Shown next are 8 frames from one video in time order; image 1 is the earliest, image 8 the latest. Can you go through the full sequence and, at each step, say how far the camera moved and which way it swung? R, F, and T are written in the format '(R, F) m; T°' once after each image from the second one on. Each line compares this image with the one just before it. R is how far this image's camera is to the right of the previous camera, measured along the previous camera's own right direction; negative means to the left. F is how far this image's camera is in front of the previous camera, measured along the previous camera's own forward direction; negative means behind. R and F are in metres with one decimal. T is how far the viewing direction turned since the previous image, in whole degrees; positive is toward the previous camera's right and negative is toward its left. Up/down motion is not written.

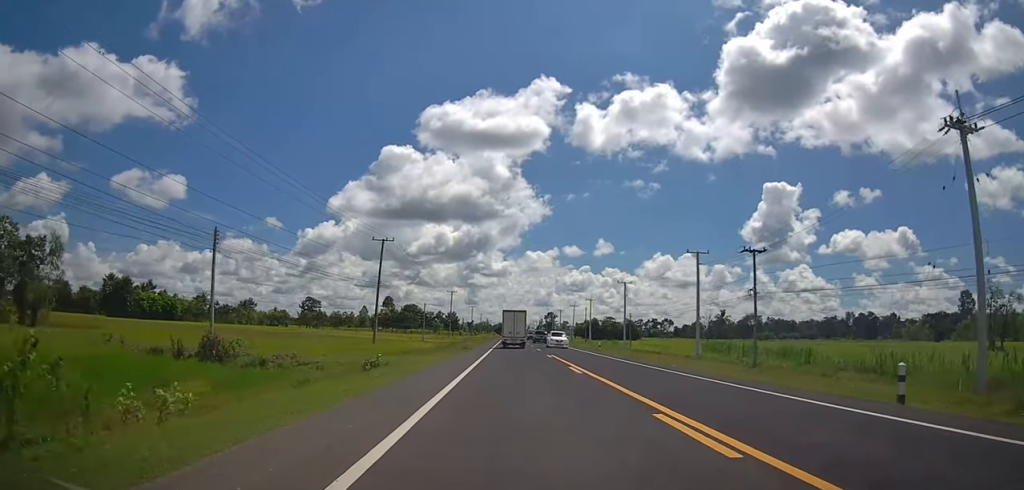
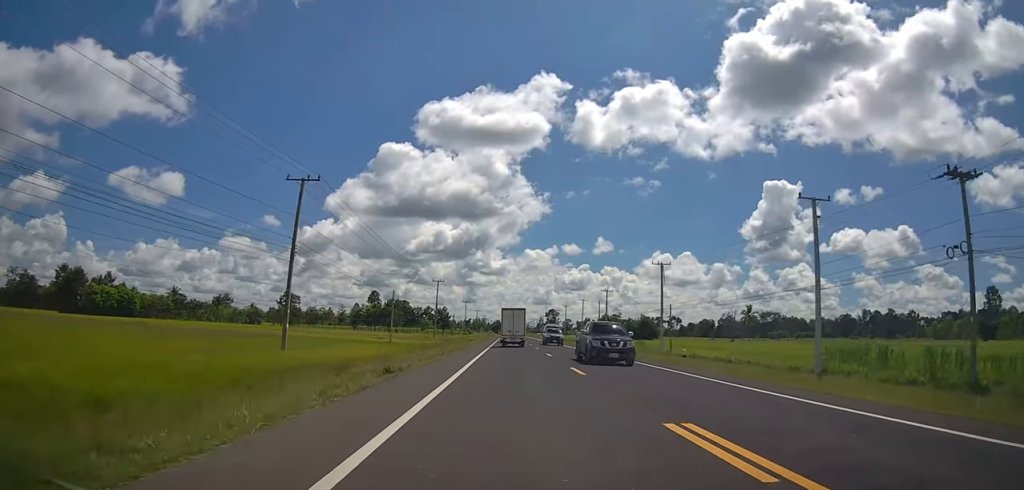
(-0.8, +25.1) m; -1°
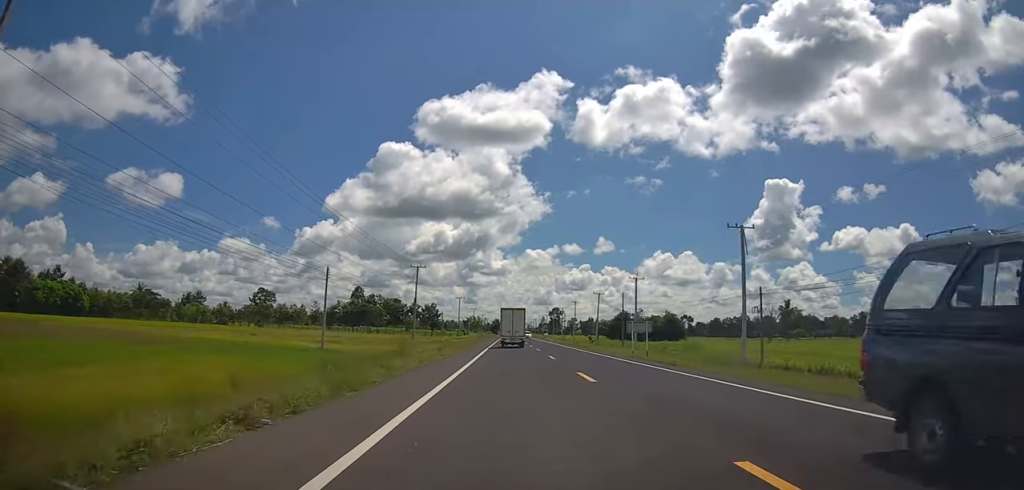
(+0.7, +26.5) m; +2°
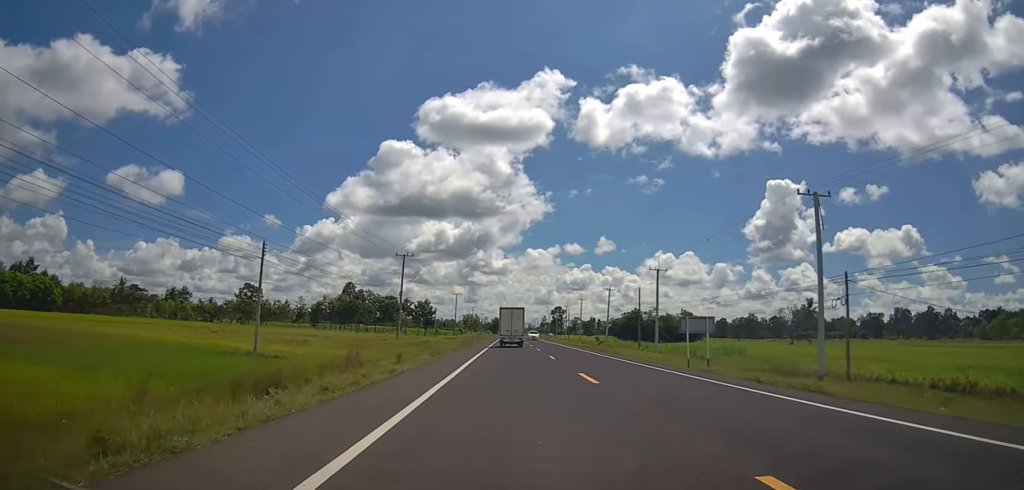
(0.0, +12.7) m; -2°
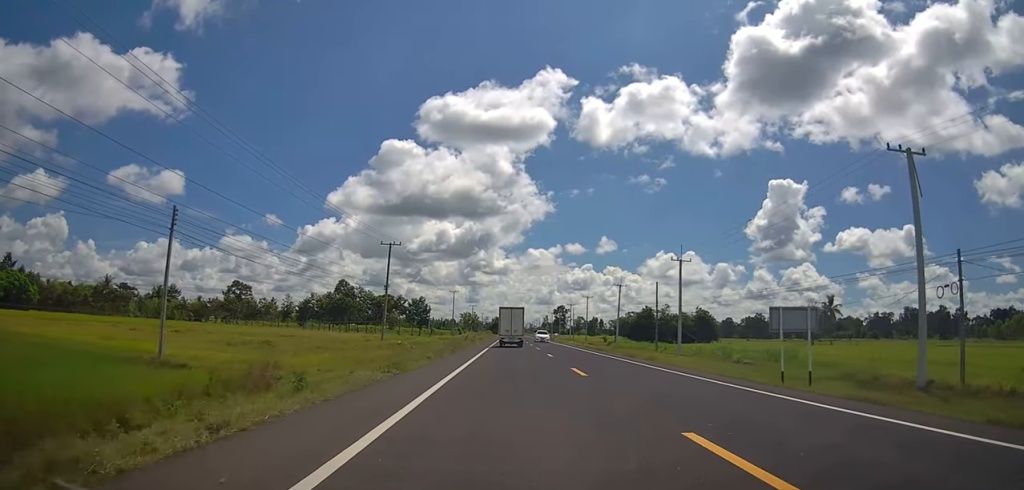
(-0.1, +10.0) m; -1°
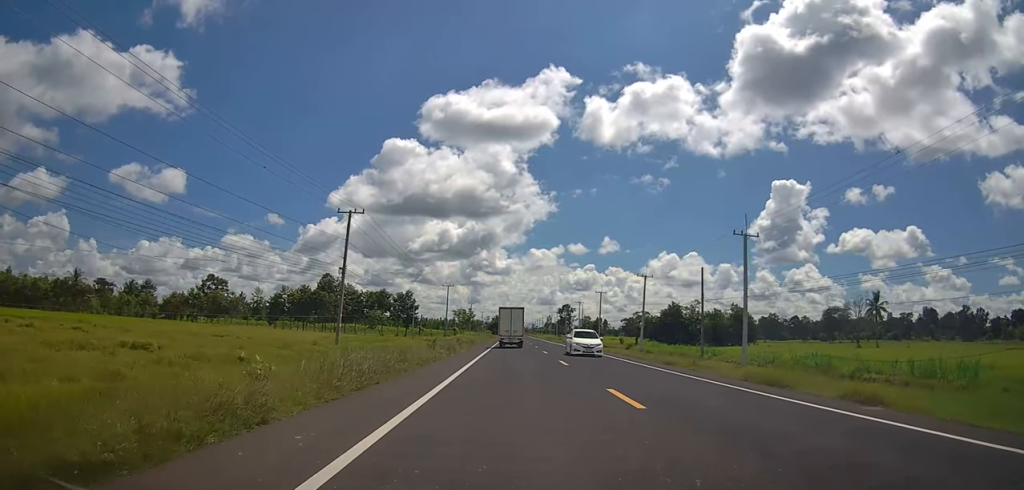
(-0.5, +18.7) m; 0°
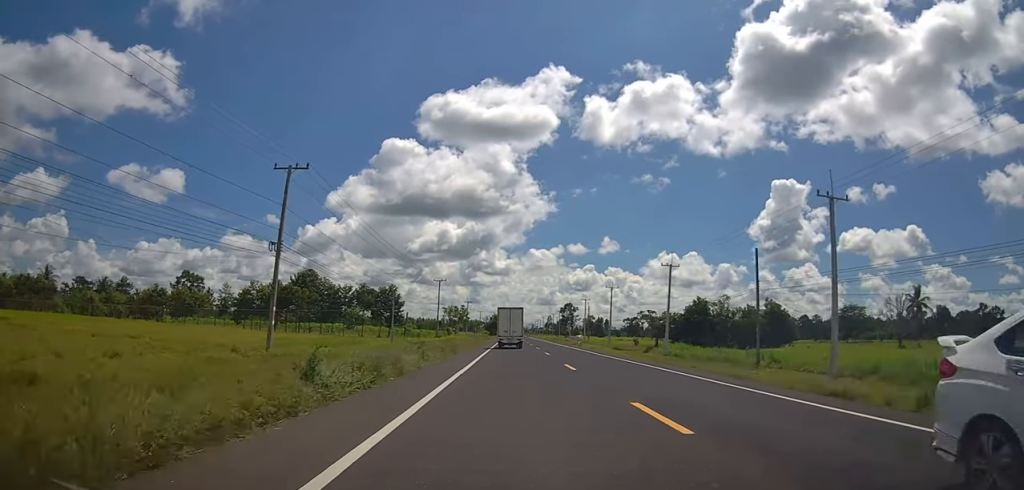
(+0.6, +14.5) m; 0°
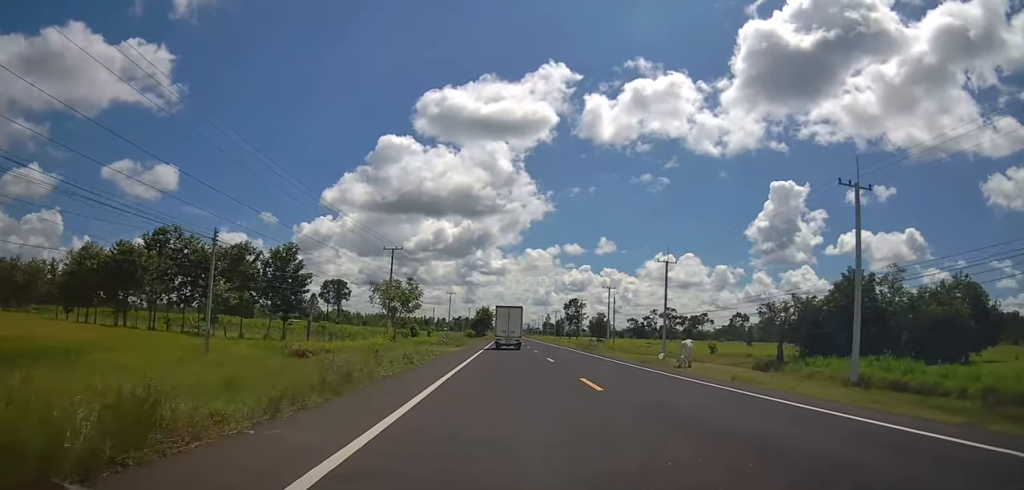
(+0.1, +42.9) m; +3°
